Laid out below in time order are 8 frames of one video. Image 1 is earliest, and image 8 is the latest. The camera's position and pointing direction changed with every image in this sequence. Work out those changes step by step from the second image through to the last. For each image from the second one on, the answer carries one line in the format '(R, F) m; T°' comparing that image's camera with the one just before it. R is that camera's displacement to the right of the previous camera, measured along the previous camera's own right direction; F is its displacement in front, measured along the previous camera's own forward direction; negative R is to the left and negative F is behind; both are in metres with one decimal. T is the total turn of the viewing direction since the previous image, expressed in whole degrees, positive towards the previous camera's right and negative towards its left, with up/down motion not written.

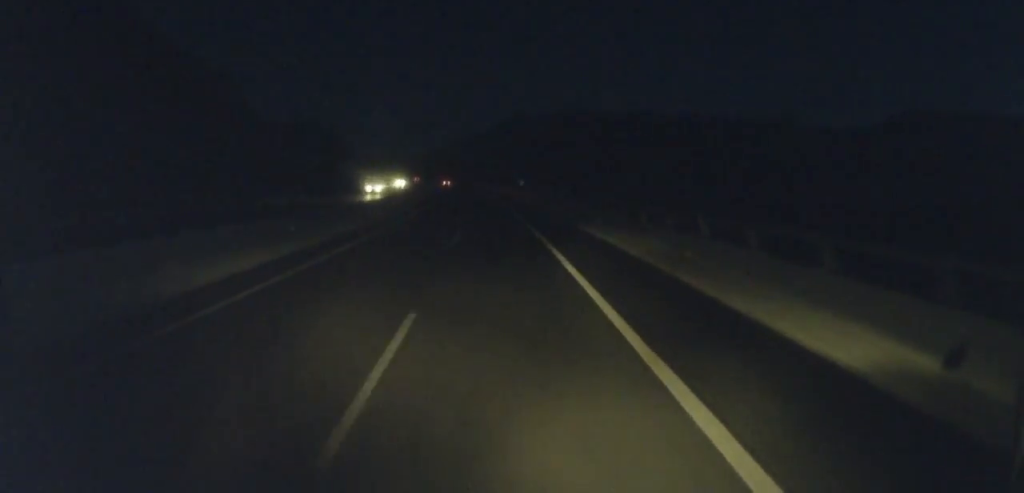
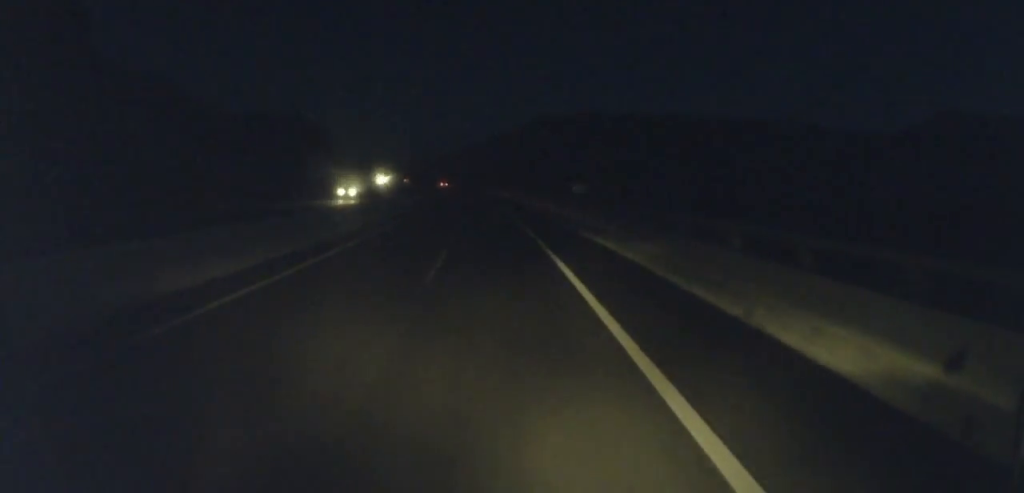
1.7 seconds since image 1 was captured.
(-1.0, +41.8) m; -2°
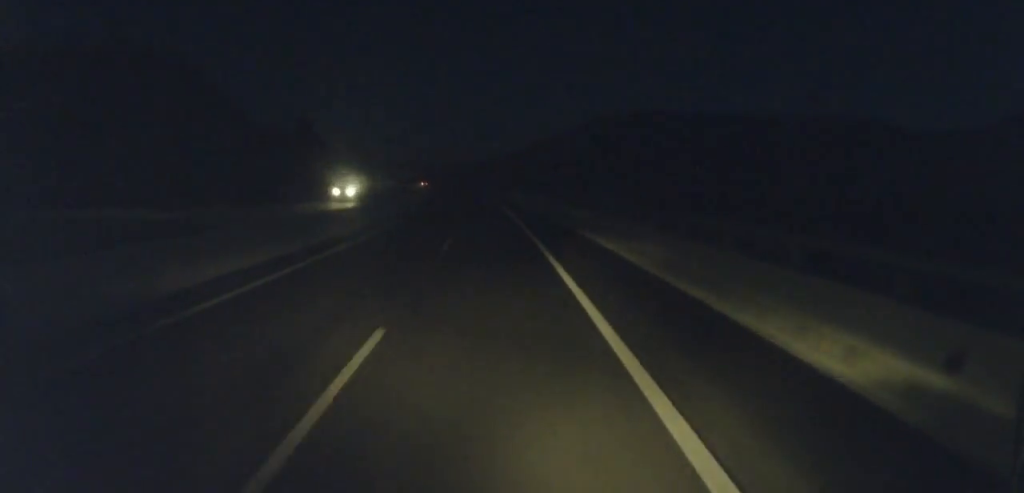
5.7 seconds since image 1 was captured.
(-3.6, +93.2) m; -6°
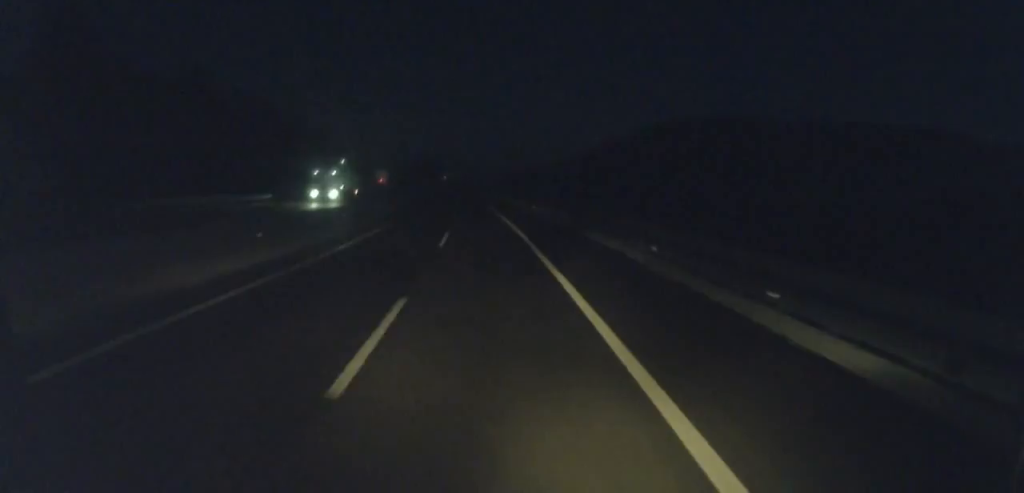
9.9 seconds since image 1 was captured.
(-5.7, +93.0) m; -8°
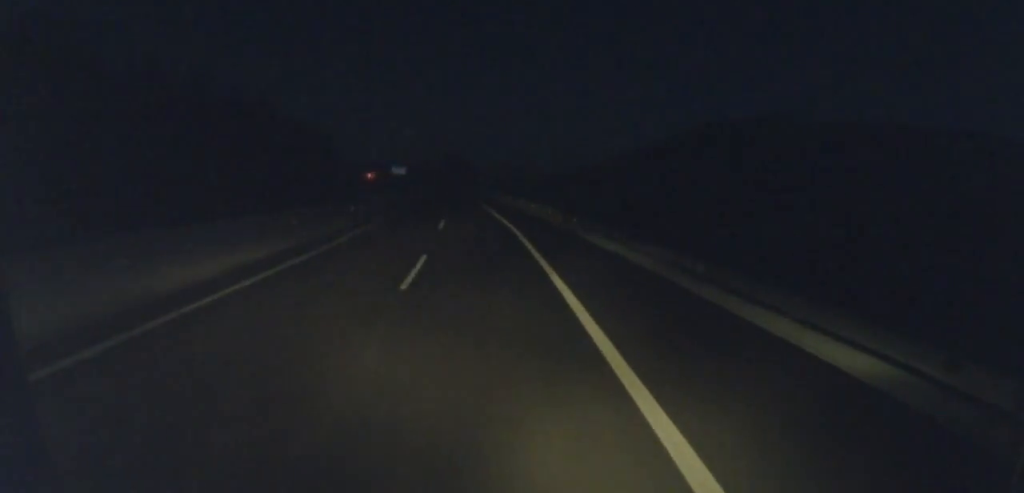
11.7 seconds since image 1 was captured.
(-1.2, +42.0) m; -3°
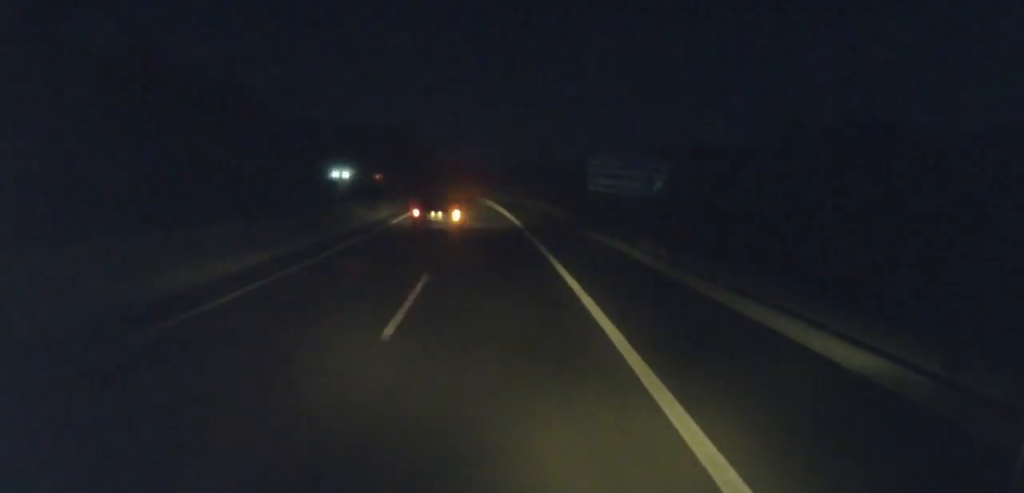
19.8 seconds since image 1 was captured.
(-22.3, +183.1) m; -14°
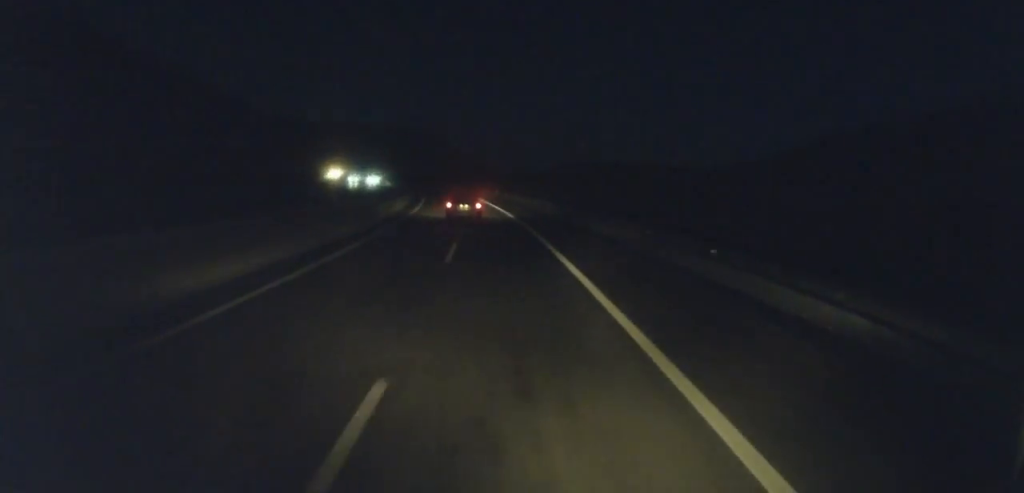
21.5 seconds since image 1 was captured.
(-1.2, +41.4) m; -4°
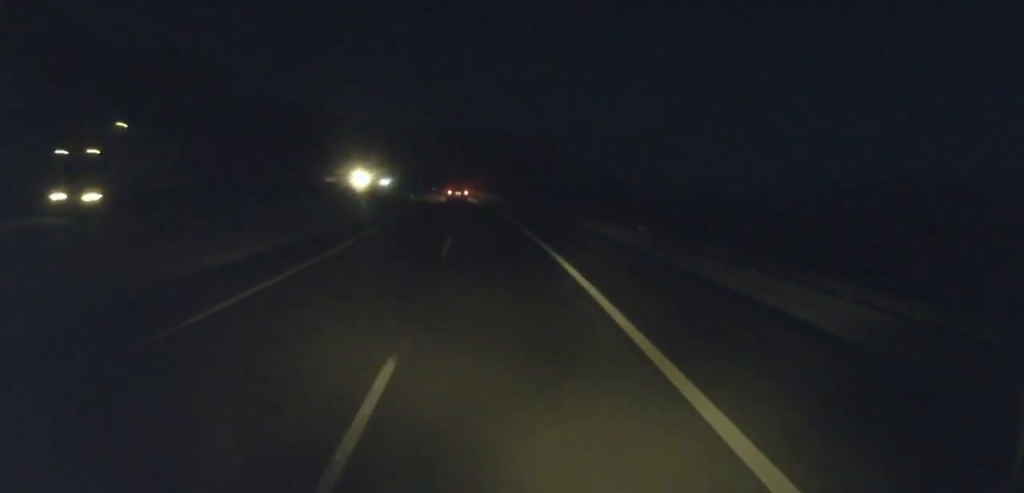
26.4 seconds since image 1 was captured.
(-10.8, +118.1) m; -10°
